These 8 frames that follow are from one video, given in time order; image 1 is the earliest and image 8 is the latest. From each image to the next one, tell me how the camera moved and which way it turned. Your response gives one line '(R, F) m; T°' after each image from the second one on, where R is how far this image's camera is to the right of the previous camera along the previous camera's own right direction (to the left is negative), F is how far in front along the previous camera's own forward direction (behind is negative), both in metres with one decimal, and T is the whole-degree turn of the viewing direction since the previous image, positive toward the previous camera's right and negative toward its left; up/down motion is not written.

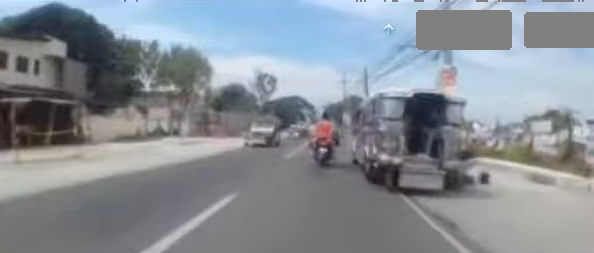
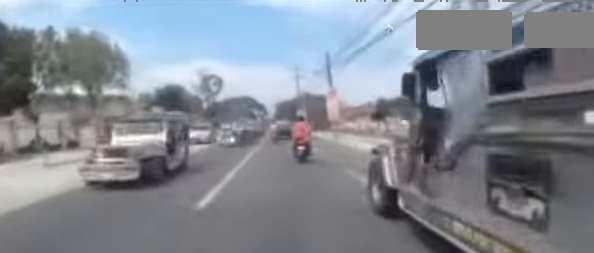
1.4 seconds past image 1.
(+0.1, +6.8) m; +2°
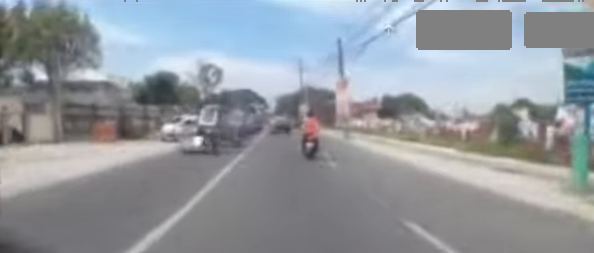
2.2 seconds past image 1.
(+0.1, +3.8) m; 0°
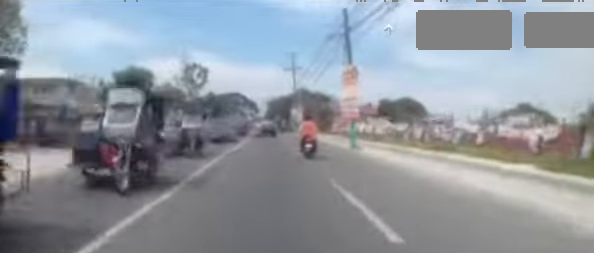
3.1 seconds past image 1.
(-0.1, +5.5) m; -2°
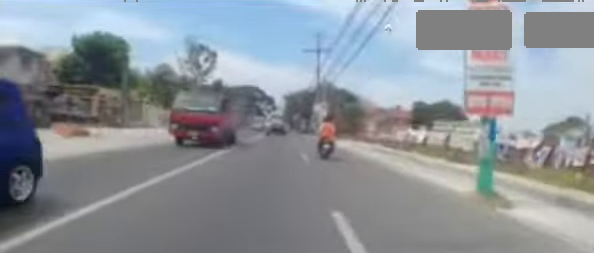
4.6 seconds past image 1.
(+0.2, +10.6) m; +3°
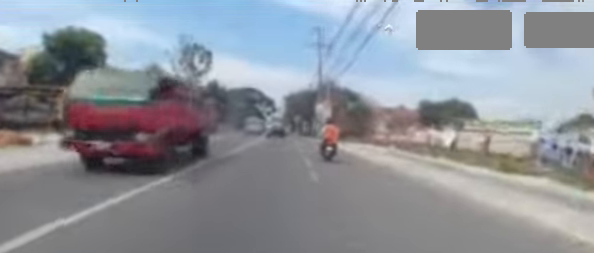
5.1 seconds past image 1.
(+0.3, +3.8) m; 0°
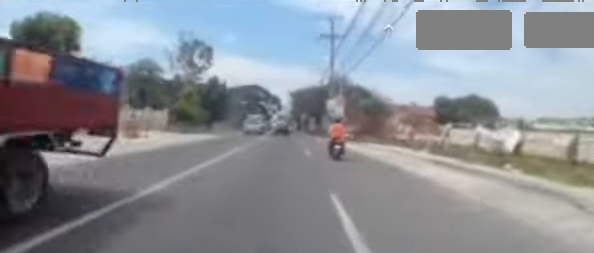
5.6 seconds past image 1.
(-0.2, +4.4) m; -2°
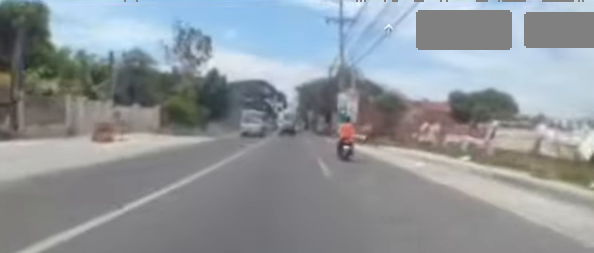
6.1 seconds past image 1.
(-0.2, +3.8) m; -2°
